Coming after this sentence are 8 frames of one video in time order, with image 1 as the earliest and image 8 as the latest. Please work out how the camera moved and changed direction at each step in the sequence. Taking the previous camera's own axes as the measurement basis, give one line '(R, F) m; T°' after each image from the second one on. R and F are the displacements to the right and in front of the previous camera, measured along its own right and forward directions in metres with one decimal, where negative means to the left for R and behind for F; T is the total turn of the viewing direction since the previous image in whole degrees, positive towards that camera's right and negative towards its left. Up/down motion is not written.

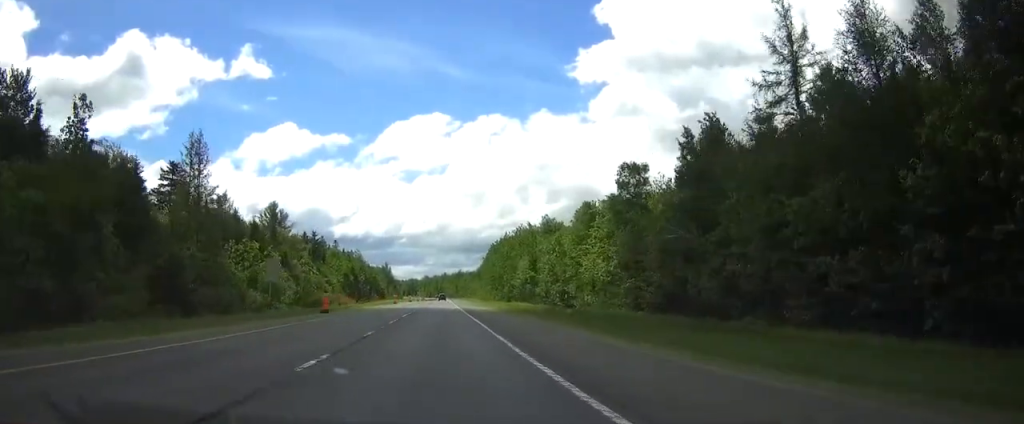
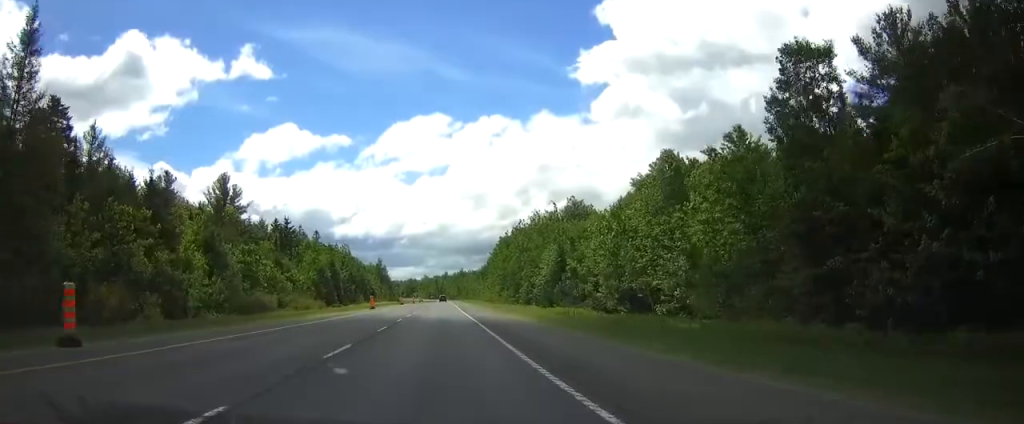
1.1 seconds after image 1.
(0.0, +32.8) m; 0°
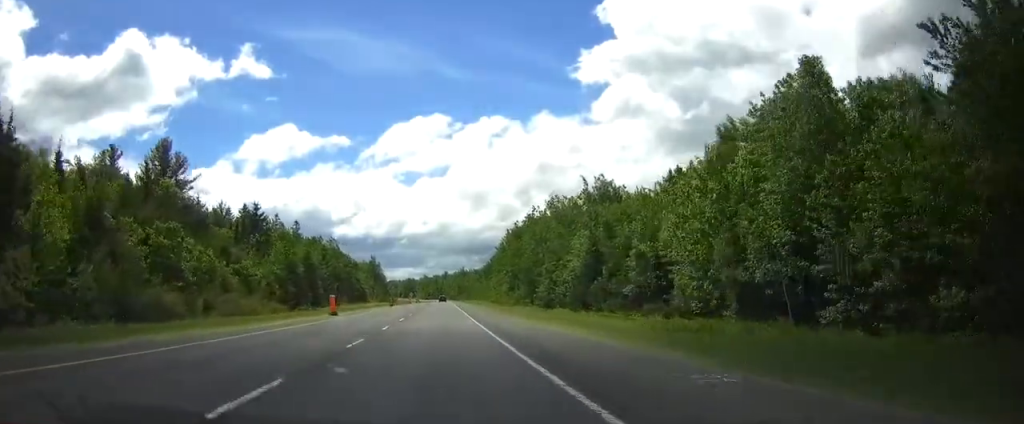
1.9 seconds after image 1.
(0.0, +24.7) m; 0°
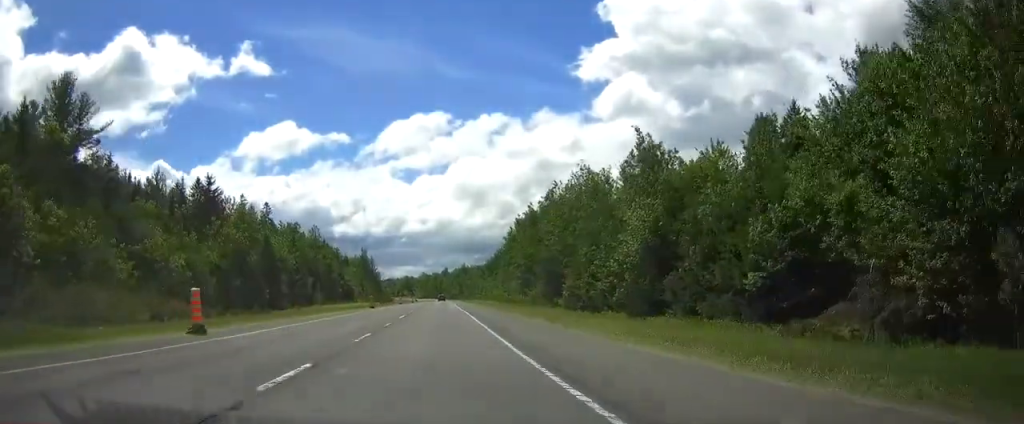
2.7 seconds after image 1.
(0.0, +25.7) m; 0°
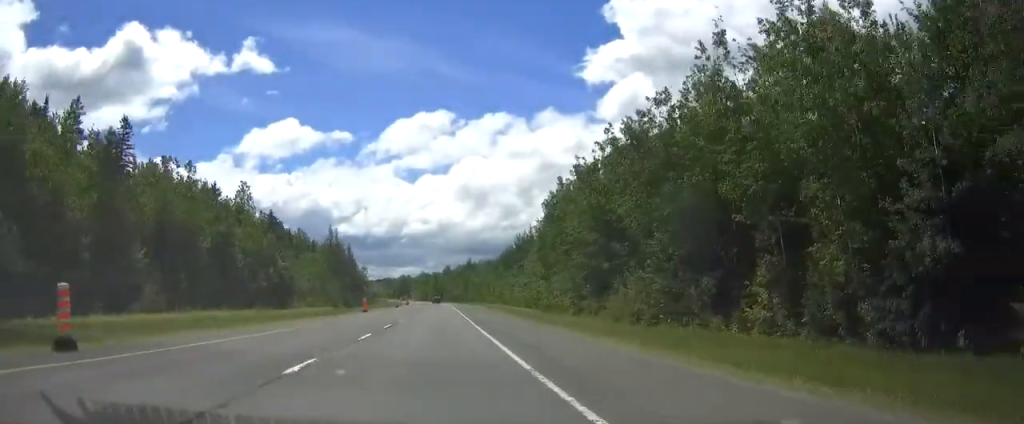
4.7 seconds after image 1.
(-0.1, +62.1) m; 0°
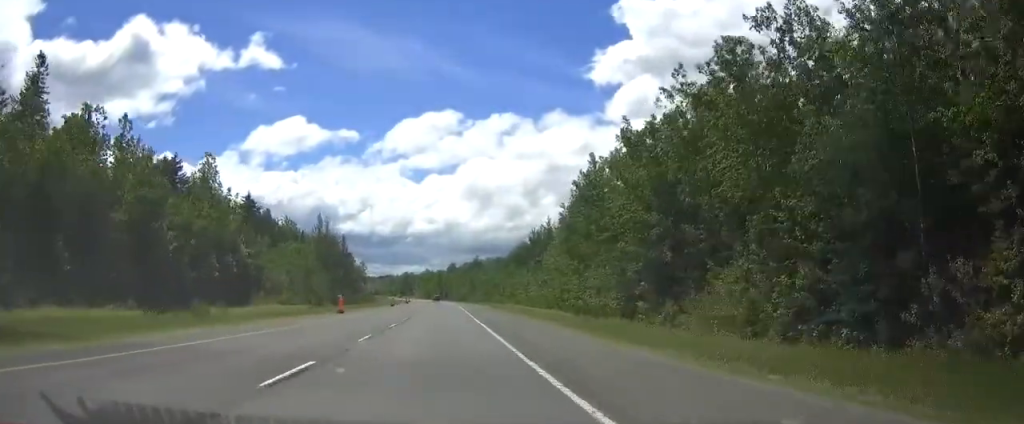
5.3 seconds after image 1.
(0.0, +19.7) m; 0°
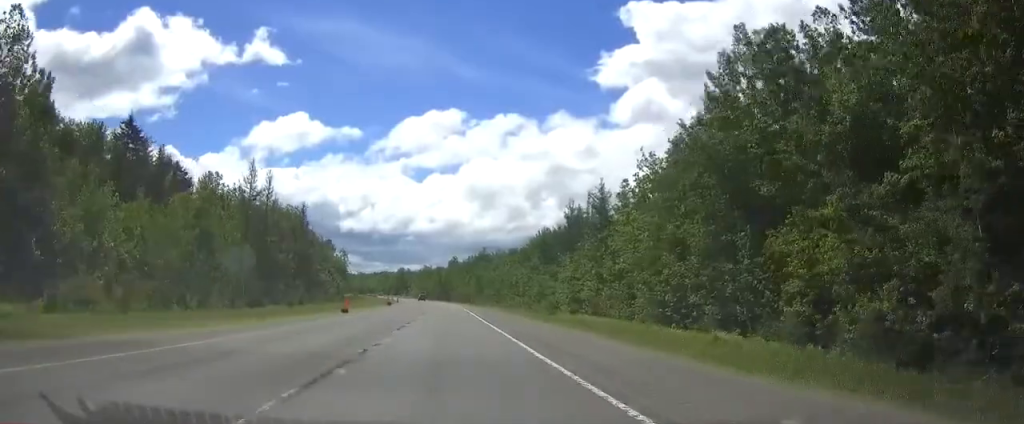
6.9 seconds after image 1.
(0.0, +47.7) m; 0°
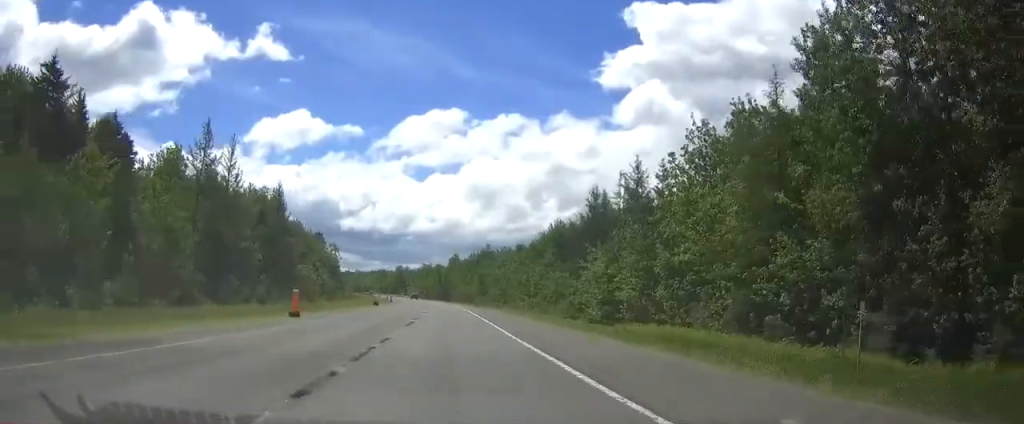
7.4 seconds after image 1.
(0.0, +17.6) m; 0°
